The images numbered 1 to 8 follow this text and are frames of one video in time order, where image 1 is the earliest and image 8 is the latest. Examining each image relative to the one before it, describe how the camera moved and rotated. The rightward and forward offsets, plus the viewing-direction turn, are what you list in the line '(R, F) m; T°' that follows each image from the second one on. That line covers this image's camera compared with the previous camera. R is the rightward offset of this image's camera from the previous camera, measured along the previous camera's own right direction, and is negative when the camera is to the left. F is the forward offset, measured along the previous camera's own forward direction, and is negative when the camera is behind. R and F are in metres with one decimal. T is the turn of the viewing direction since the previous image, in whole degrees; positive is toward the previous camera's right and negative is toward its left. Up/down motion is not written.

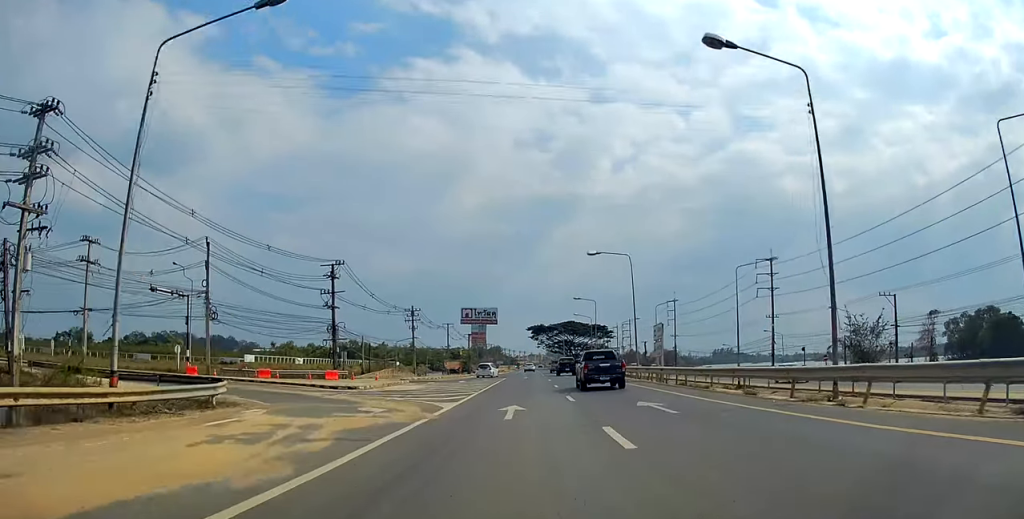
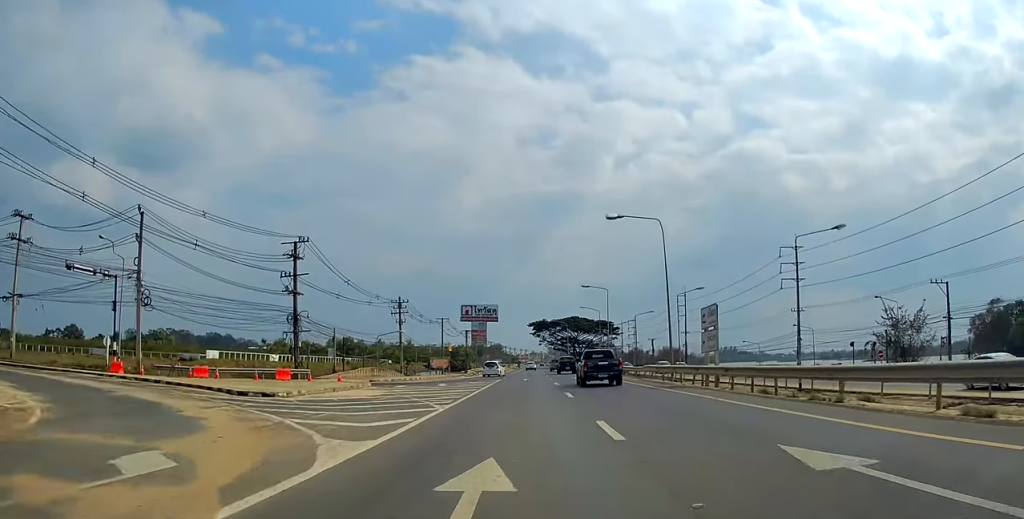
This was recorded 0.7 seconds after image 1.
(-0.1, +10.3) m; +1°
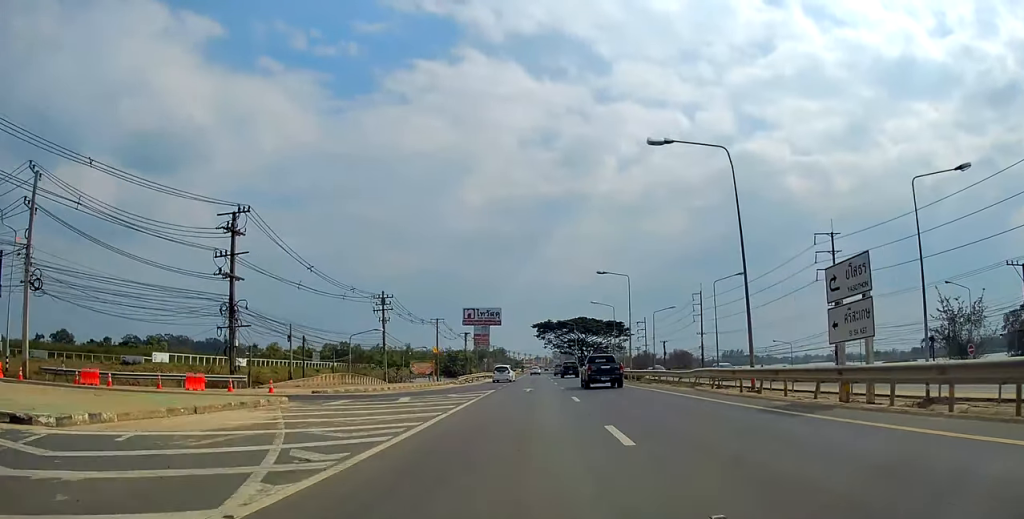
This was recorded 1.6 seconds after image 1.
(+0.5, +11.7) m; +2°
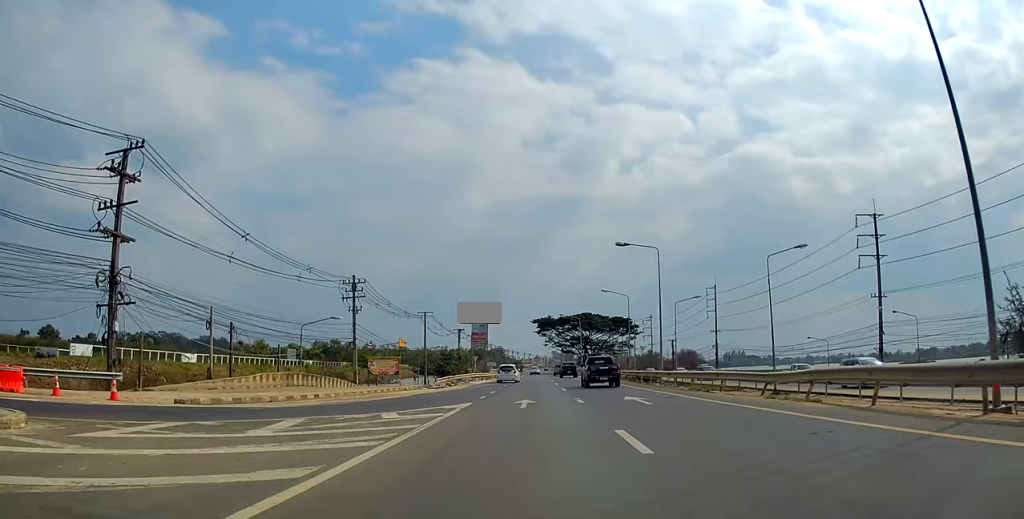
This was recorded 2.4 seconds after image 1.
(0.0, +12.3) m; 0°
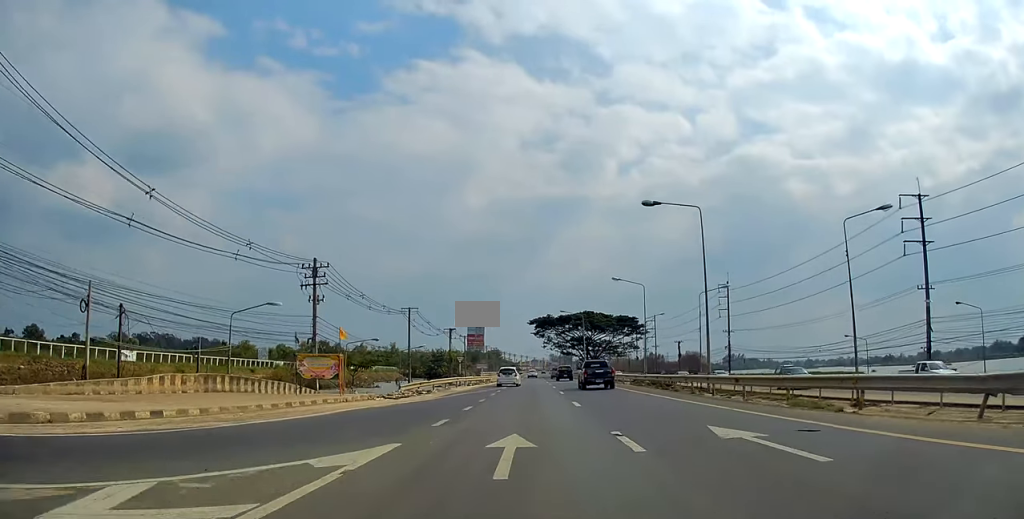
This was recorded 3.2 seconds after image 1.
(0.0, +10.7) m; 0°
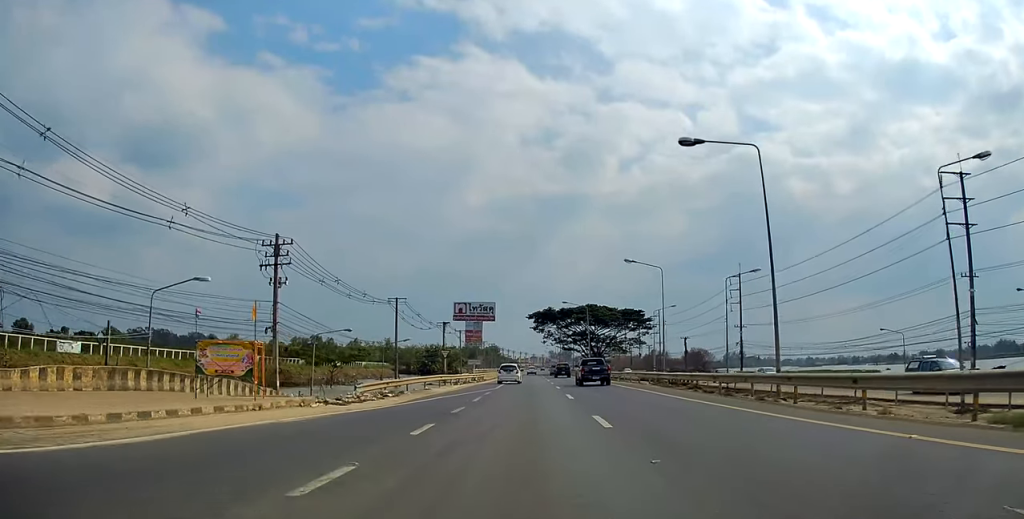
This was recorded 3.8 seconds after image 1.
(0.0, +8.4) m; -1°
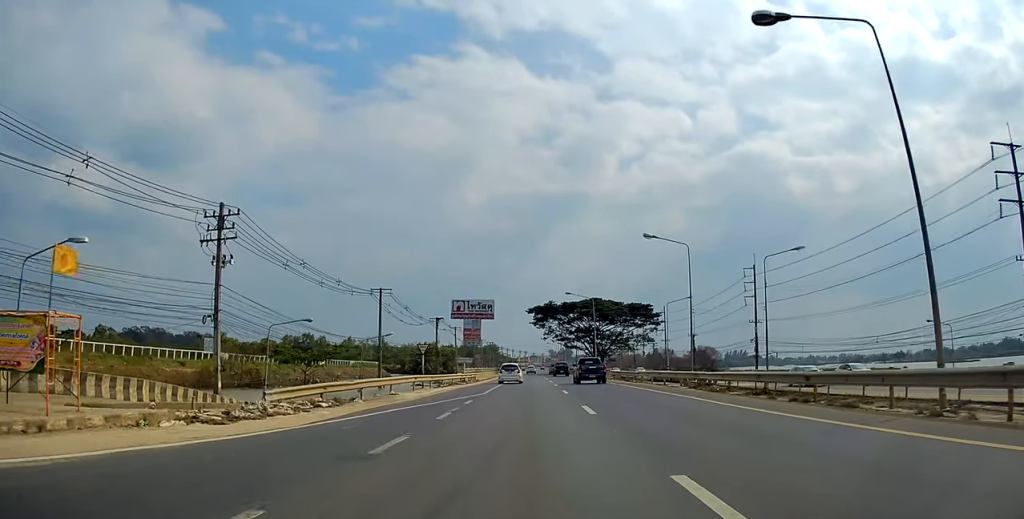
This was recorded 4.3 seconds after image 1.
(+0.1, +8.5) m; -2°
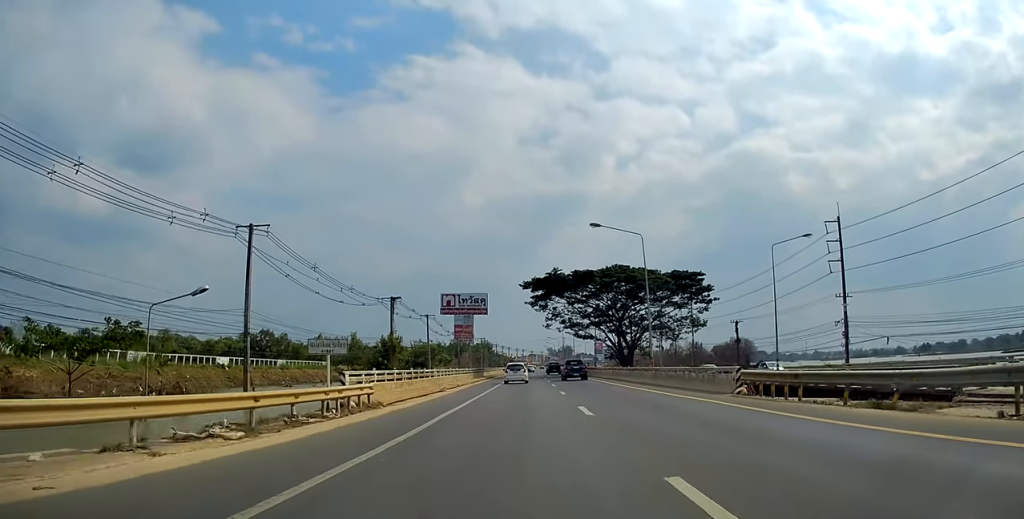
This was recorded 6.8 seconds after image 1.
(+0.5, +36.2) m; +3°
